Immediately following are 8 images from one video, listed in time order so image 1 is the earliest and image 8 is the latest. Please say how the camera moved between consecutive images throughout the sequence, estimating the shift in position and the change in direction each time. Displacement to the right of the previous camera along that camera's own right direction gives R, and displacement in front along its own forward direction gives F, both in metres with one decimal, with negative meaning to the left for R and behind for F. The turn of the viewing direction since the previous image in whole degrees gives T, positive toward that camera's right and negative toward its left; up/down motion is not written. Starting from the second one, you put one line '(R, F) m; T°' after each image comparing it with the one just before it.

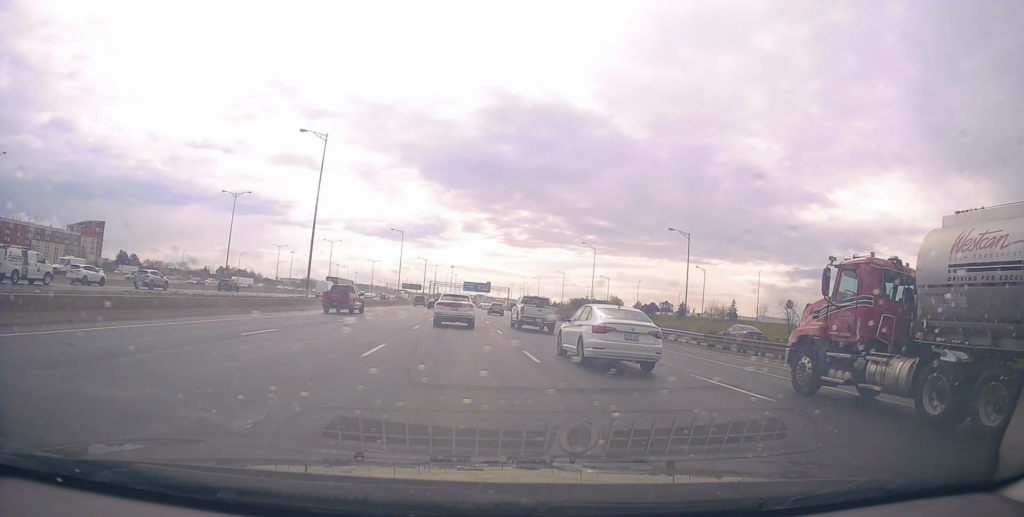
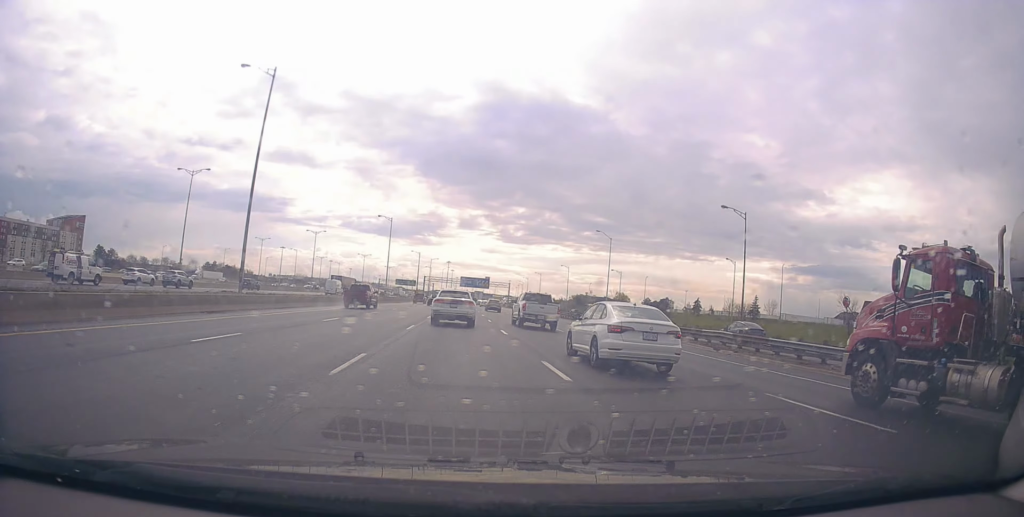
(+0.2, +15.2) m; 0°
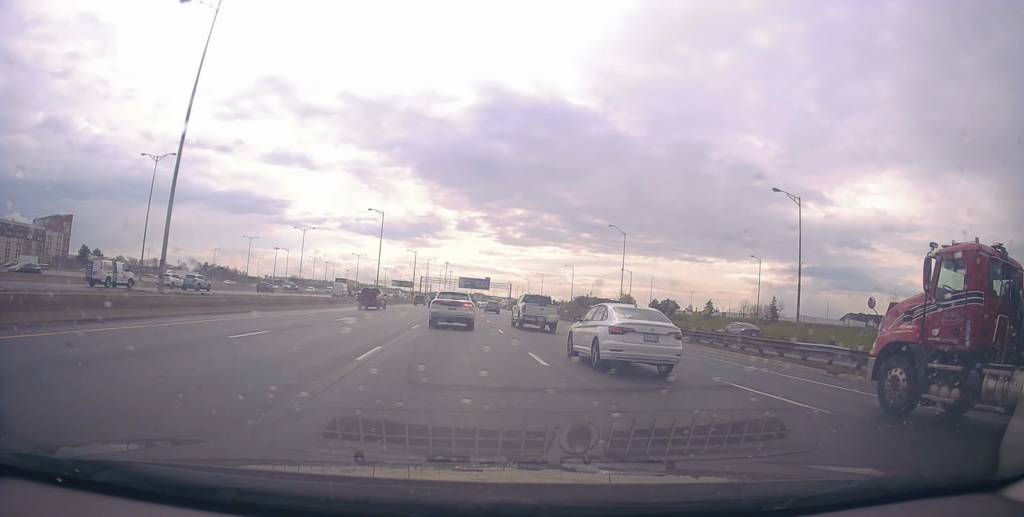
(-0.3, +10.2) m; 0°
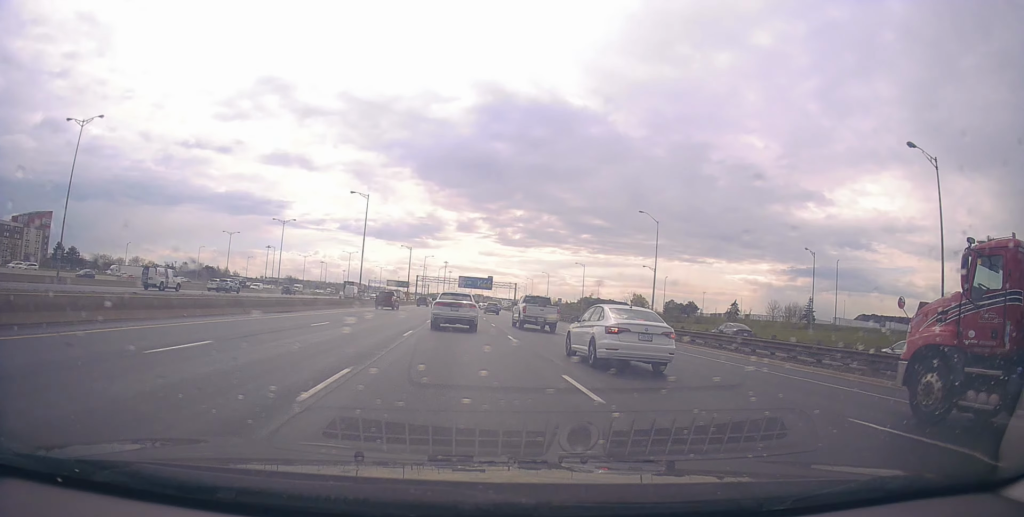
(+0.2, +16.6) m; +1°
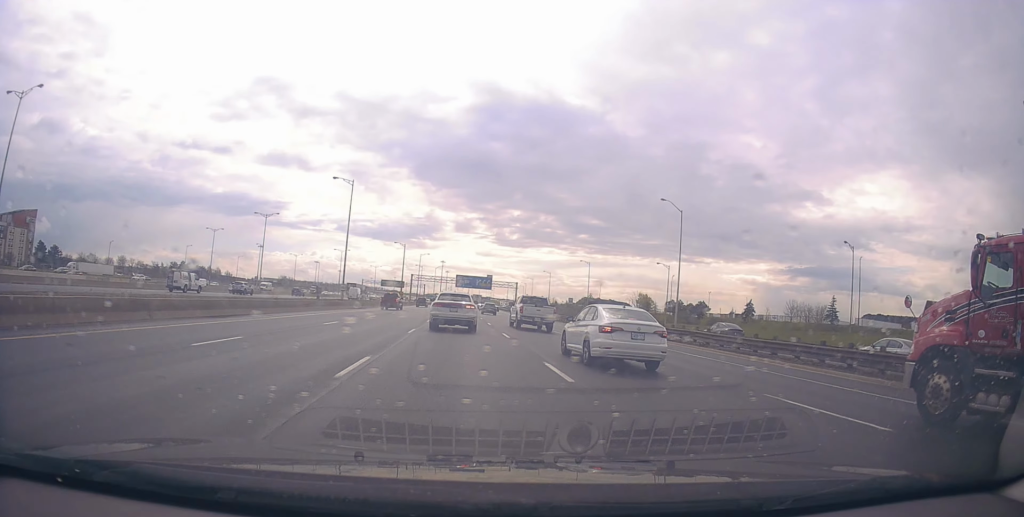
(0.0, +9.9) m; 0°
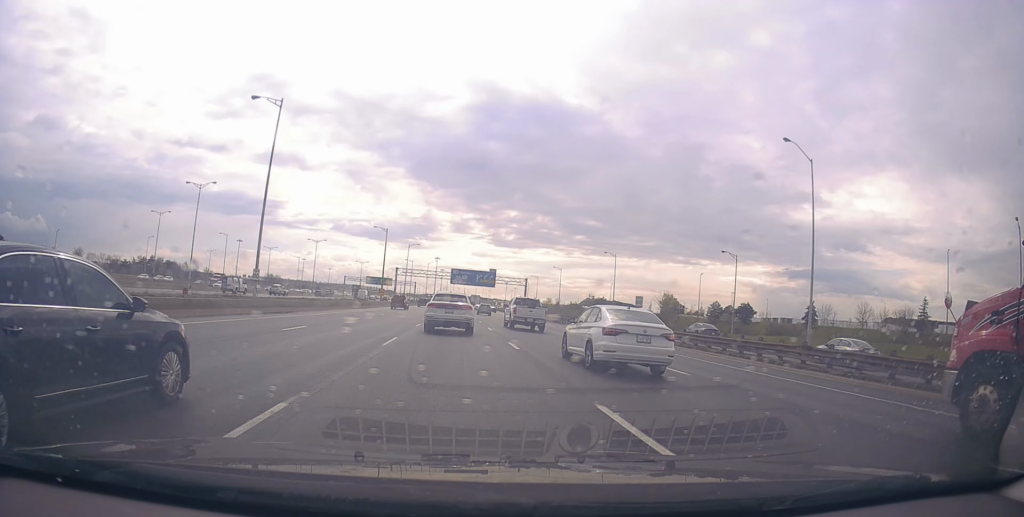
(-0.2, +28.6) m; 0°
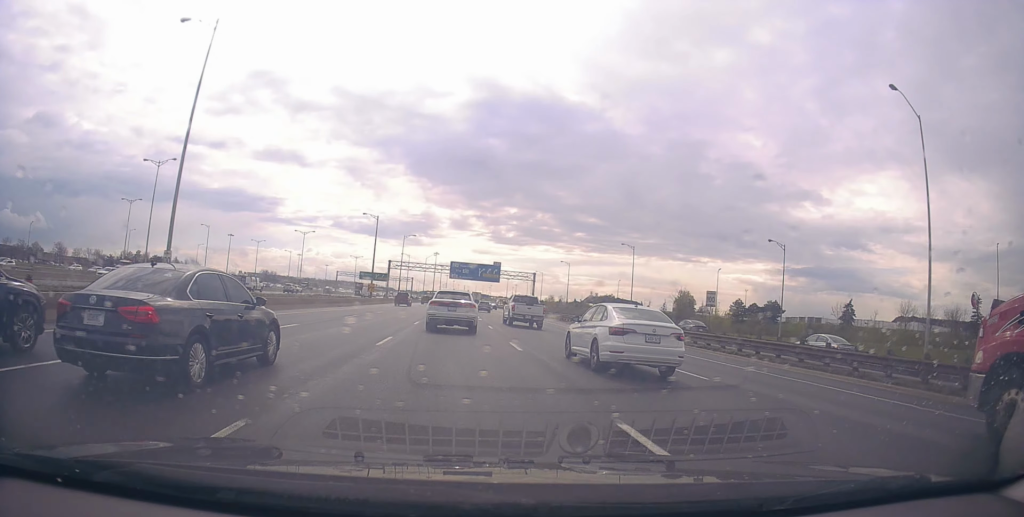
(0.0, +12.7) m; +1°
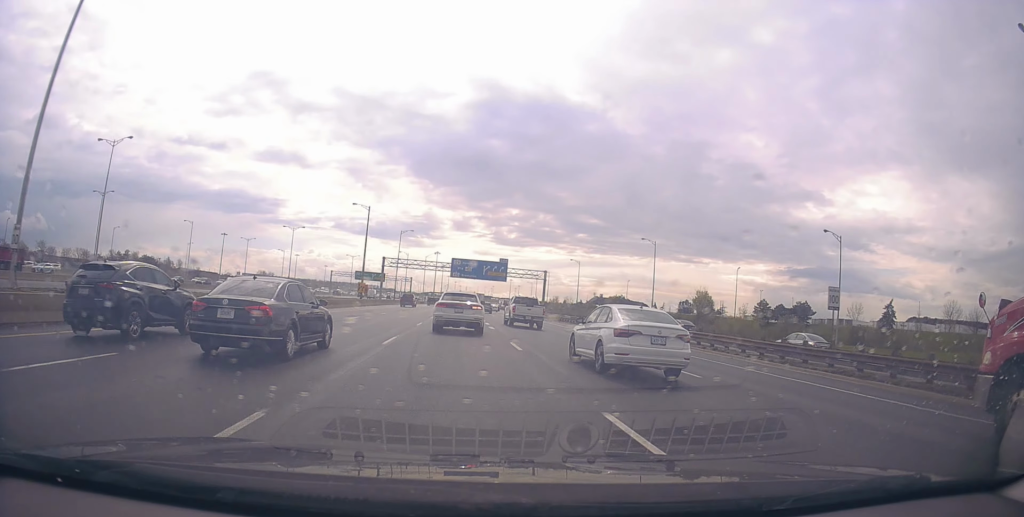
(+0.2, +11.7) m; 0°
